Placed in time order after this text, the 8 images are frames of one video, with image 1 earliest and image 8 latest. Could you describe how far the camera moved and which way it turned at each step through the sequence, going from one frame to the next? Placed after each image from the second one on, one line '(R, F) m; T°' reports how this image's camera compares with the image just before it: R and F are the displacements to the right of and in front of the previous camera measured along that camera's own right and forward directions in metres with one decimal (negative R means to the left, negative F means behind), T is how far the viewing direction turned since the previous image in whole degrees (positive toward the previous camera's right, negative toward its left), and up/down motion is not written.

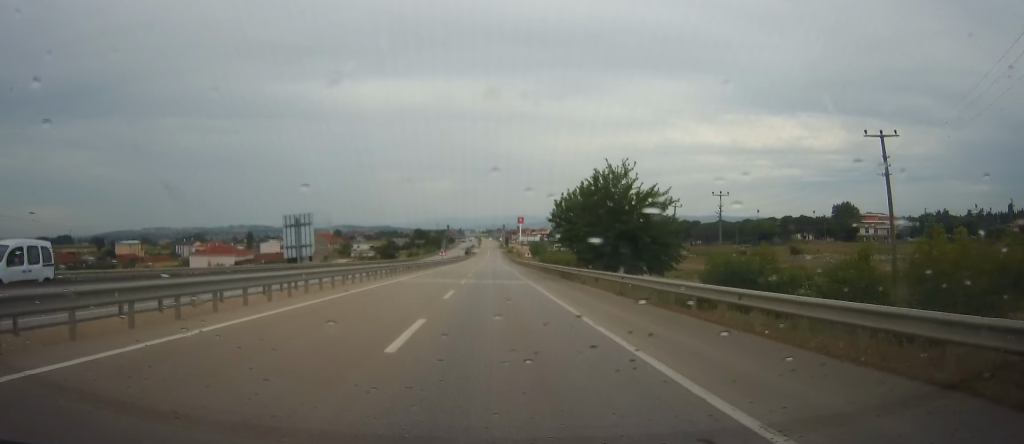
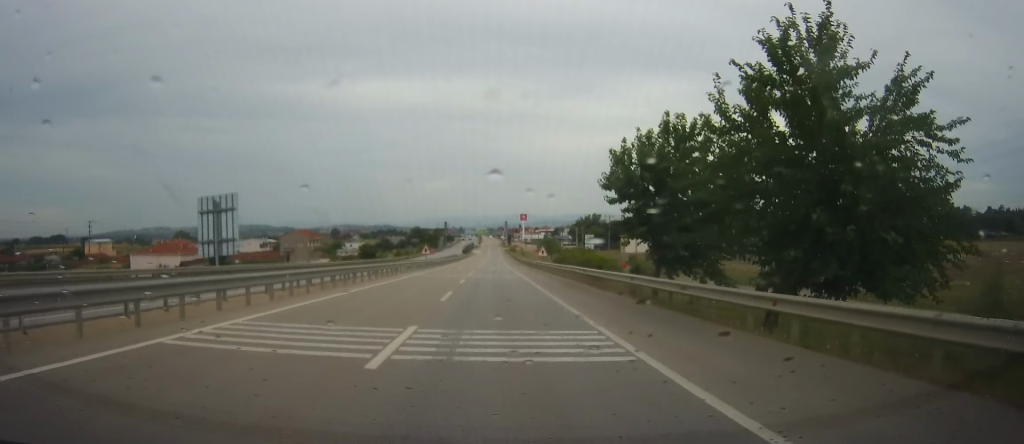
(+0.1, +25.0) m; 0°
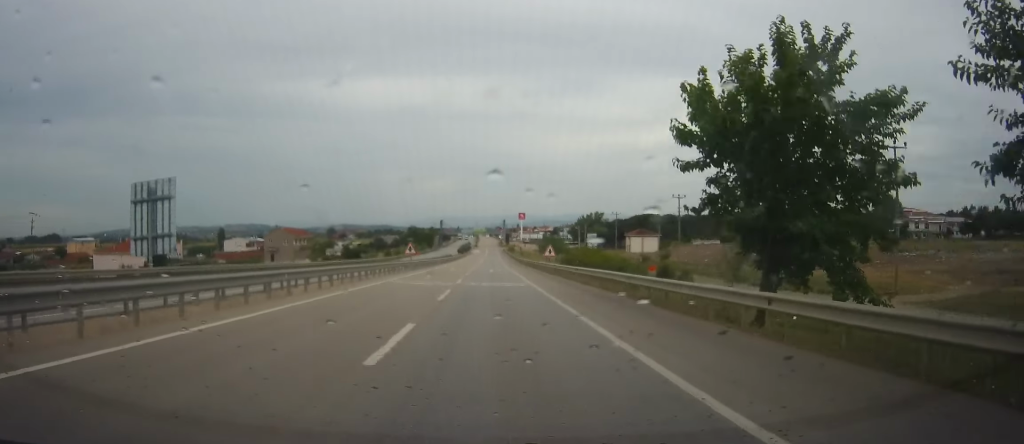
(+0.1, +11.6) m; 0°
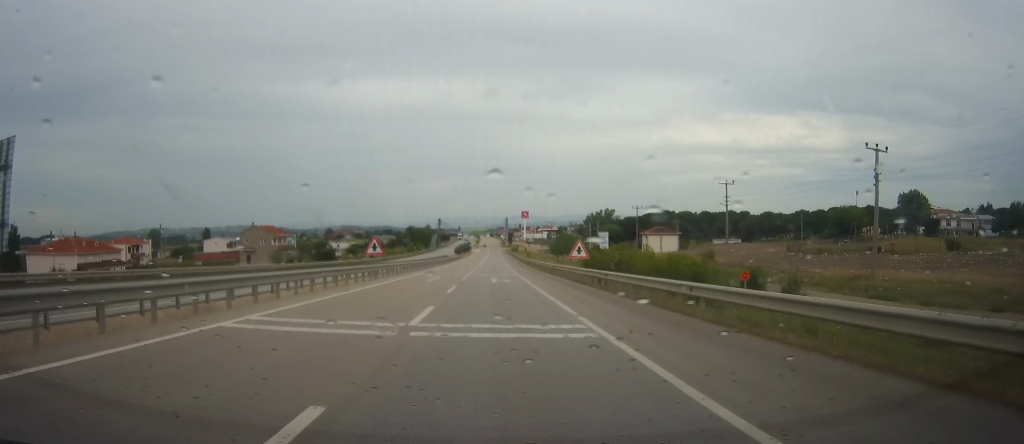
(-0.3, +19.7) m; 0°
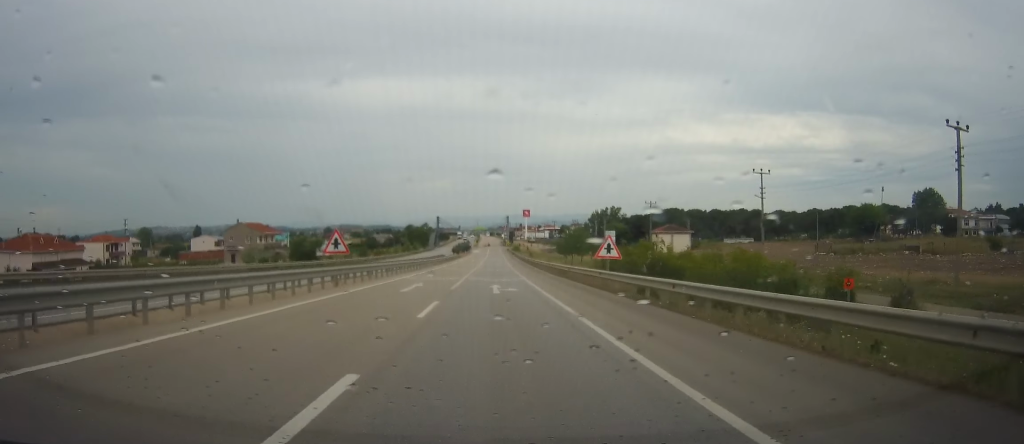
(+0.2, +10.0) m; 0°
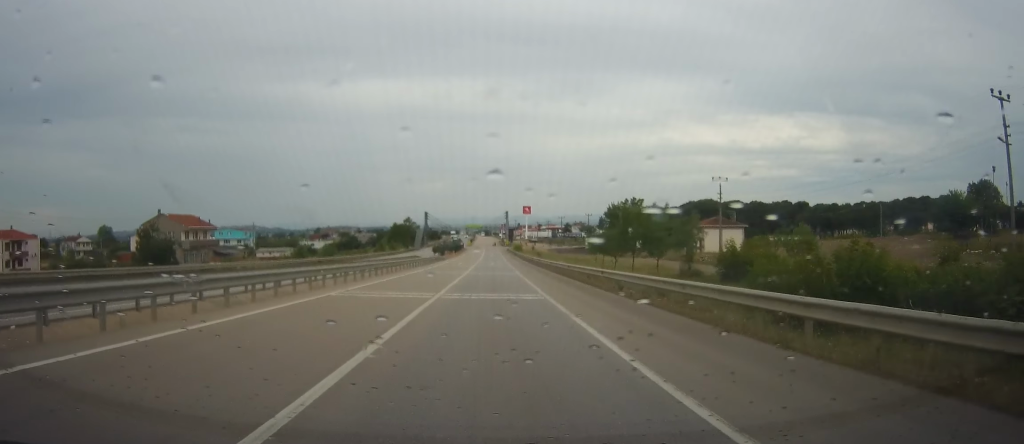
(-0.3, +36.7) m; -1°
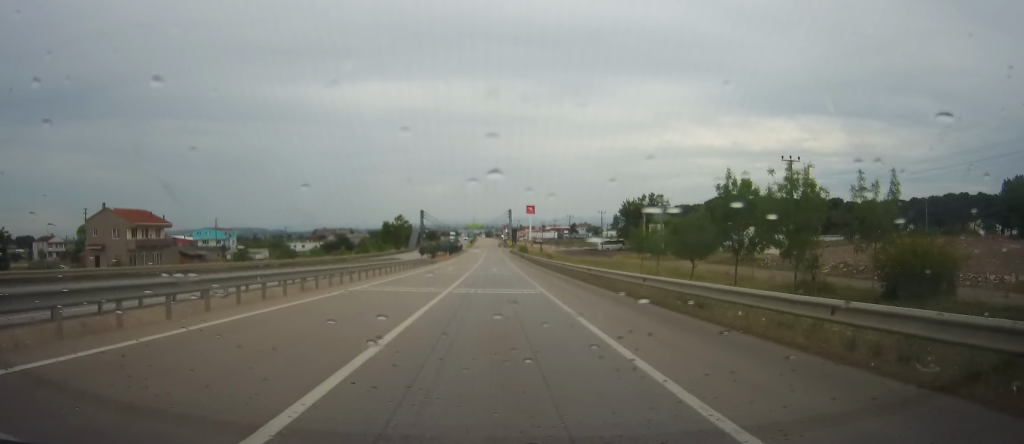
(+0.1, +19.8) m; 0°
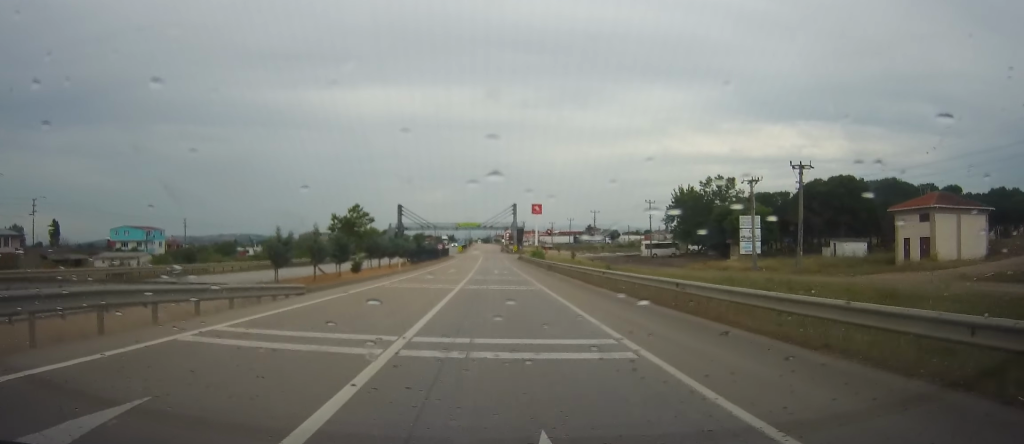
(0.0, +51.5) m; 0°
